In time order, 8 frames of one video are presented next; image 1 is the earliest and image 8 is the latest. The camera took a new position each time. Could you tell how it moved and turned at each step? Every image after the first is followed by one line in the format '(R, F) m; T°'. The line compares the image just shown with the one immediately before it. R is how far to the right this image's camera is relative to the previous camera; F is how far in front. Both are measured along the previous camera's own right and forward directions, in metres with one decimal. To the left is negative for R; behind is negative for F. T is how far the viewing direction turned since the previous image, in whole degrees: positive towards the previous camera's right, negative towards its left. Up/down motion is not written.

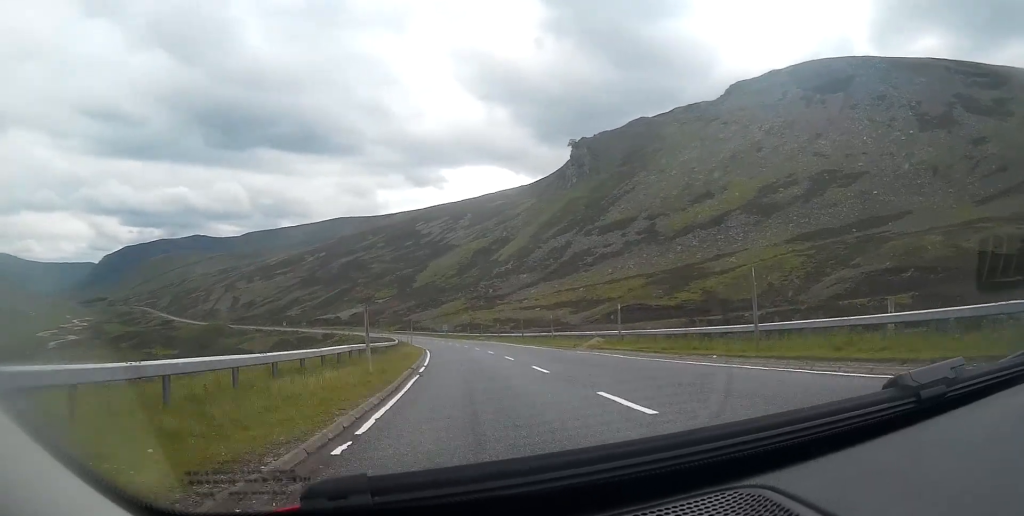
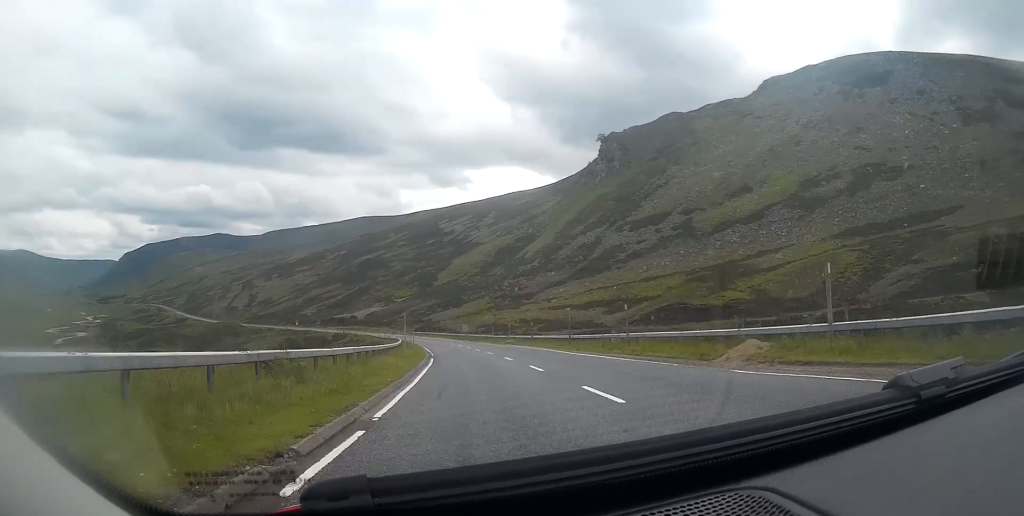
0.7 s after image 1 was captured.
(-0.6, +15.8) m; -2°
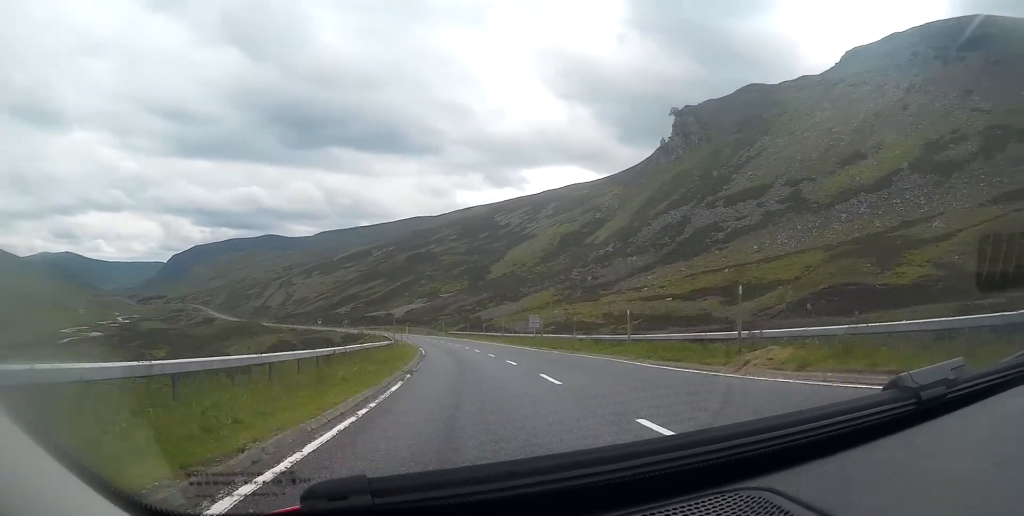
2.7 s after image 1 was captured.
(-1.8, +48.0) m; -5°
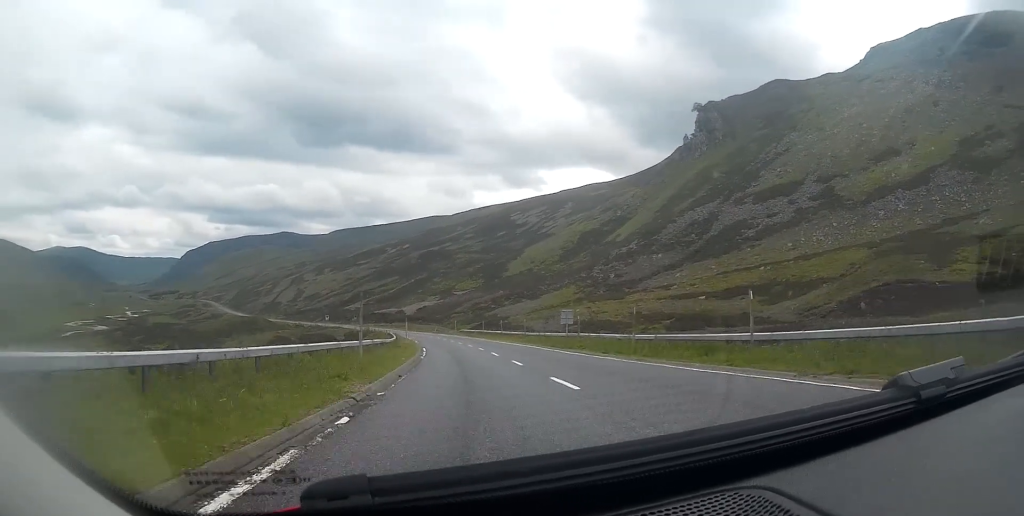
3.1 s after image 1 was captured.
(-0.1, +10.6) m; -1°
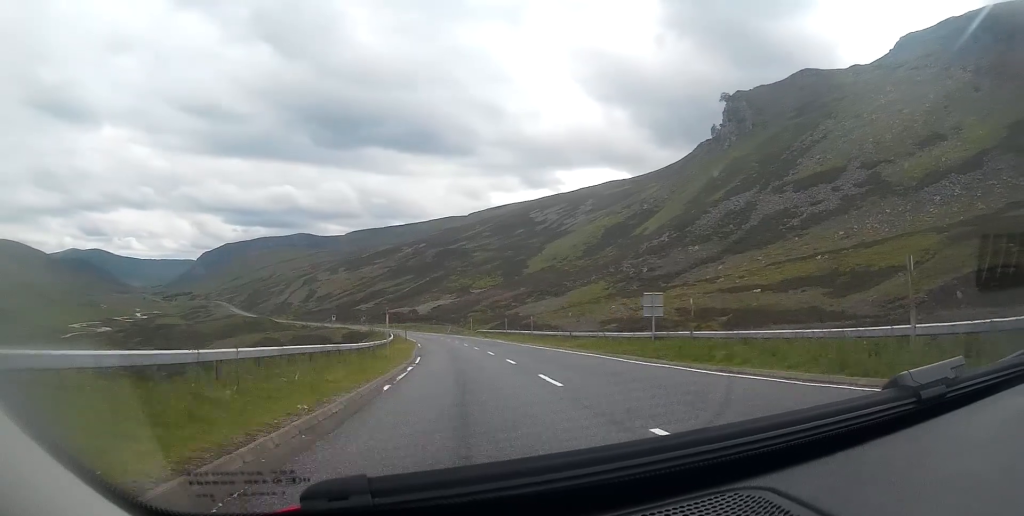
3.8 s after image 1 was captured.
(-0.4, +16.4) m; -2°
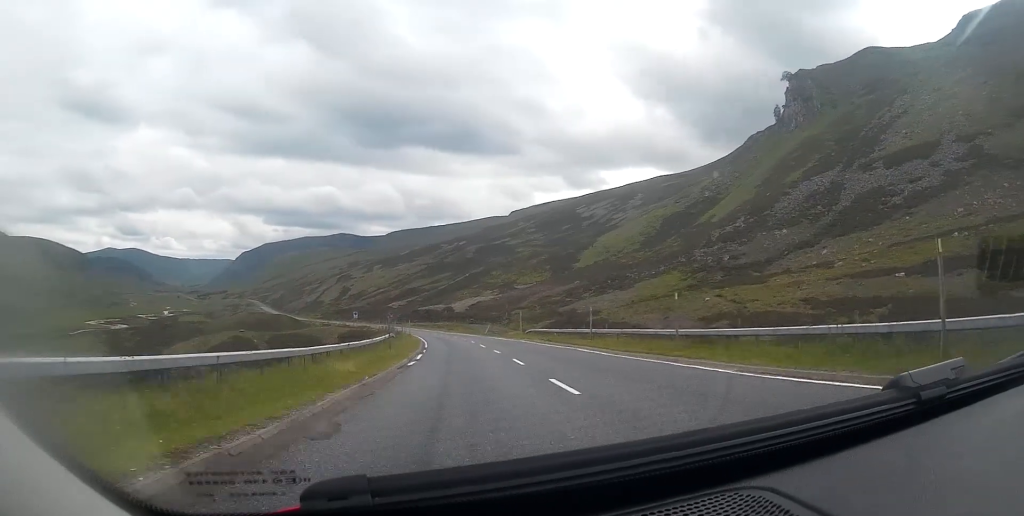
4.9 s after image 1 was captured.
(-0.6, +28.2) m; -4°
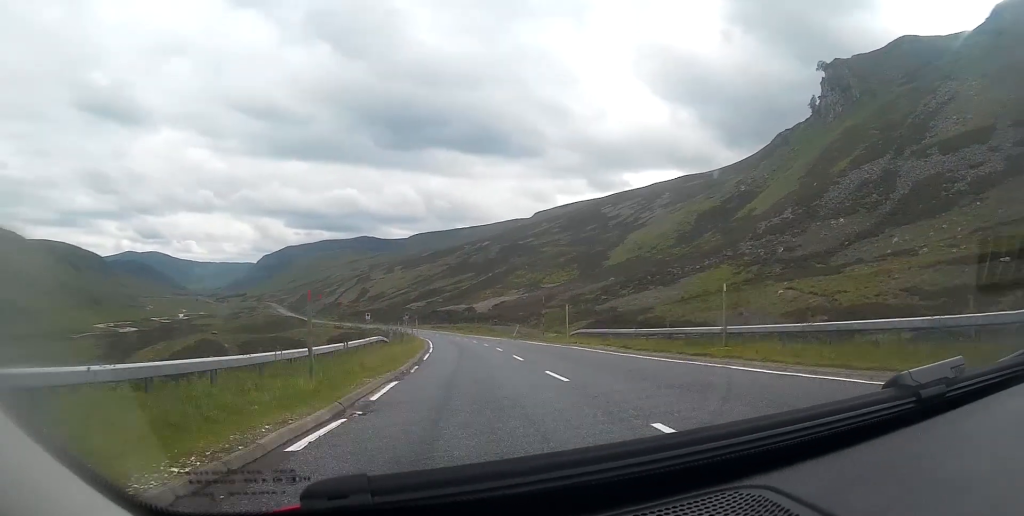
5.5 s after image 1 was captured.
(-0.5, +15.2) m; -2°
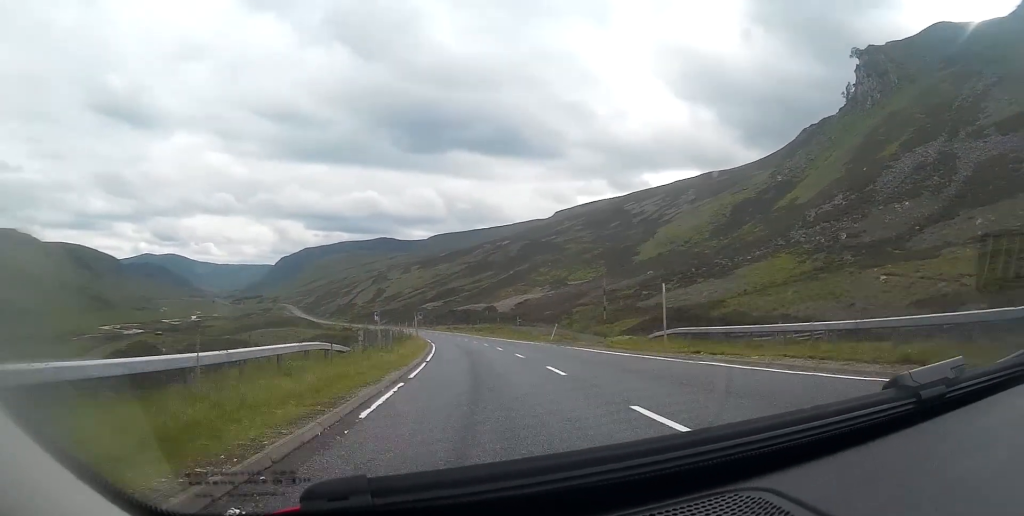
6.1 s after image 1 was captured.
(-0.3, +16.1) m; -2°
